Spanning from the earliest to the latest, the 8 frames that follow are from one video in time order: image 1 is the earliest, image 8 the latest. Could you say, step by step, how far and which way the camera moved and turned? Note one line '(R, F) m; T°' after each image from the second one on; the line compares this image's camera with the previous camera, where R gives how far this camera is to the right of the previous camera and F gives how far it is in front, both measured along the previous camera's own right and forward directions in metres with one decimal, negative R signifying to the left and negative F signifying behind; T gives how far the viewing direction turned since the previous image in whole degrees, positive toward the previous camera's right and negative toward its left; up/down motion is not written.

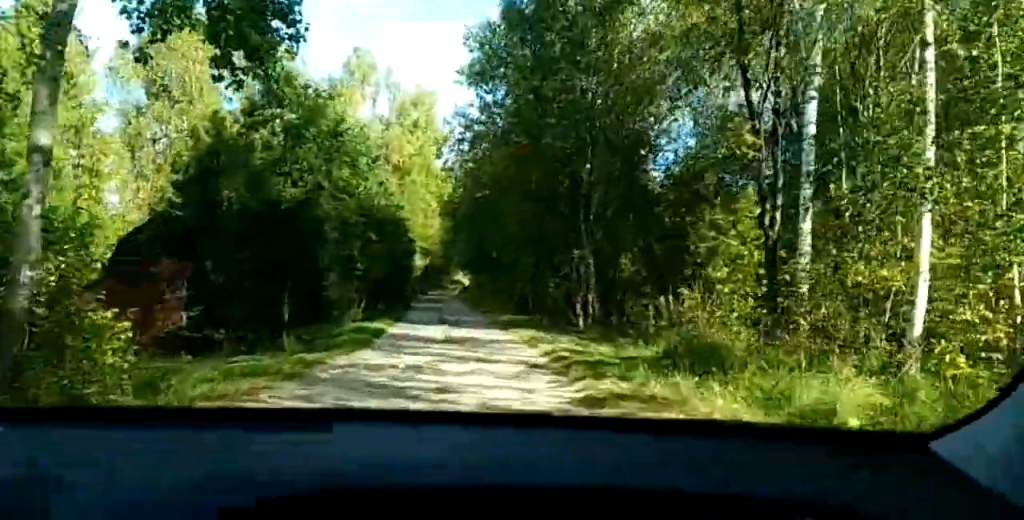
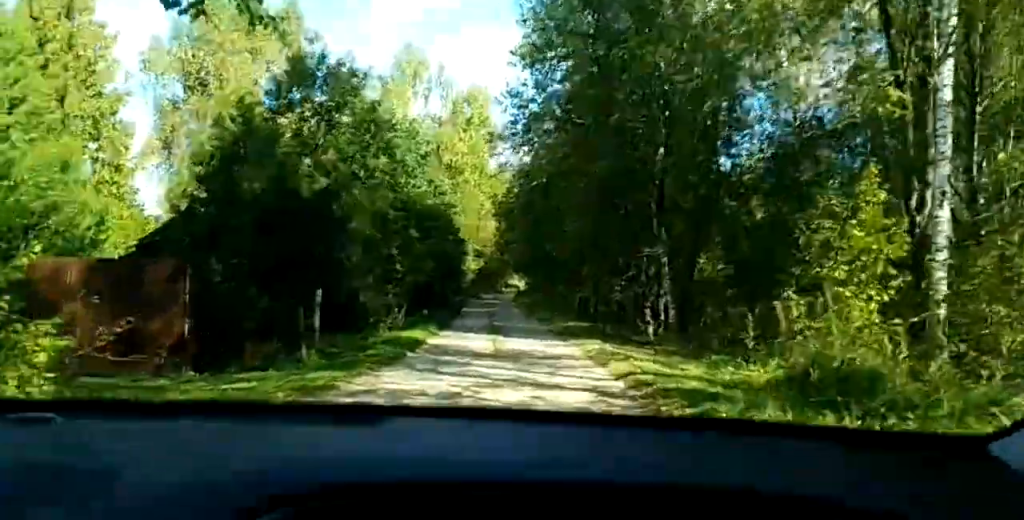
(-0.1, +4.3) m; -1°
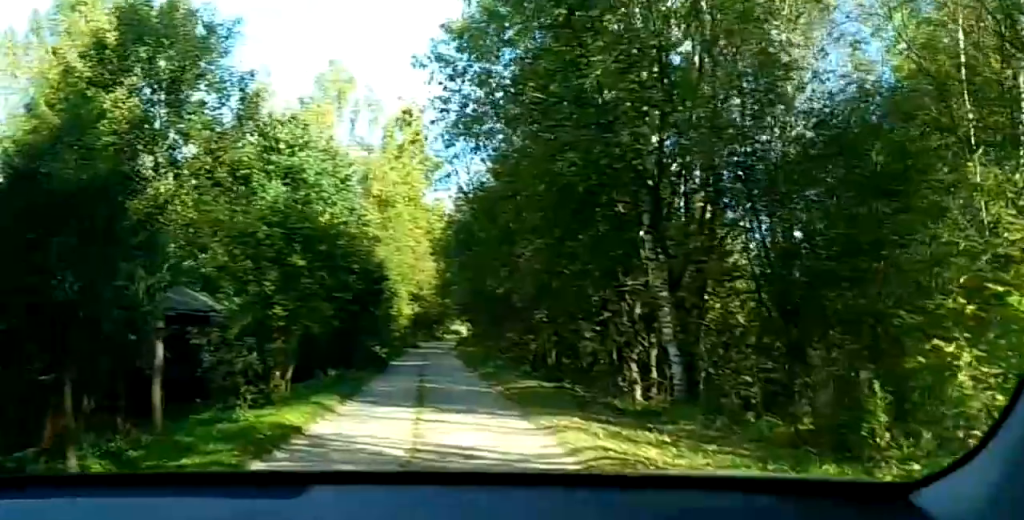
(-0.2, +9.3) m; 0°
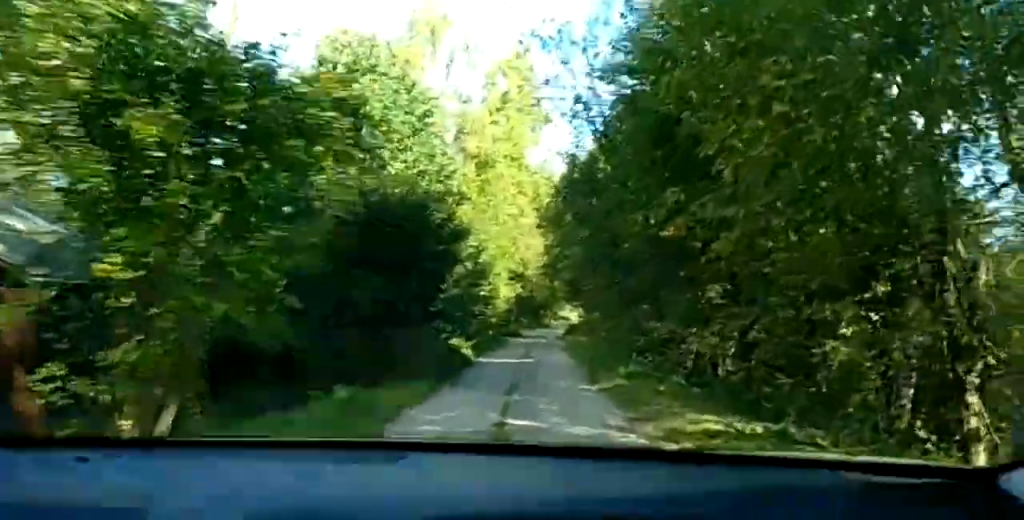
(+0.4, +13.9) m; +2°
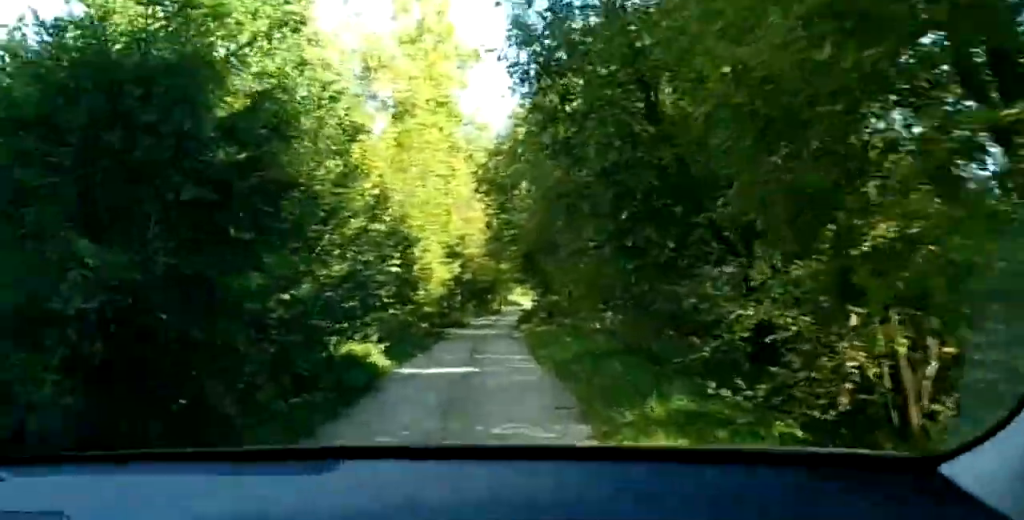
(-0.2, +10.5) m; -1°
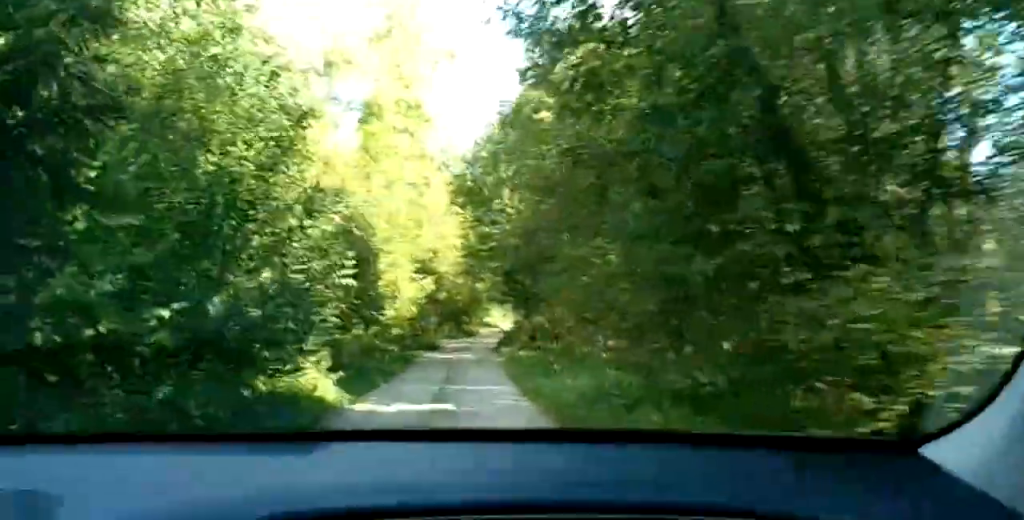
(0.0, +4.0) m; 0°
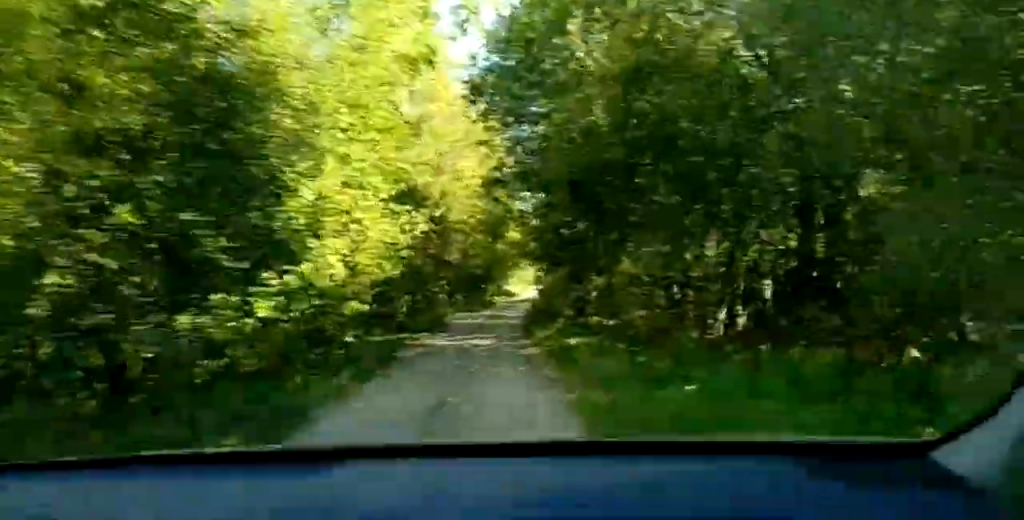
(0.0, +14.4) m; 0°
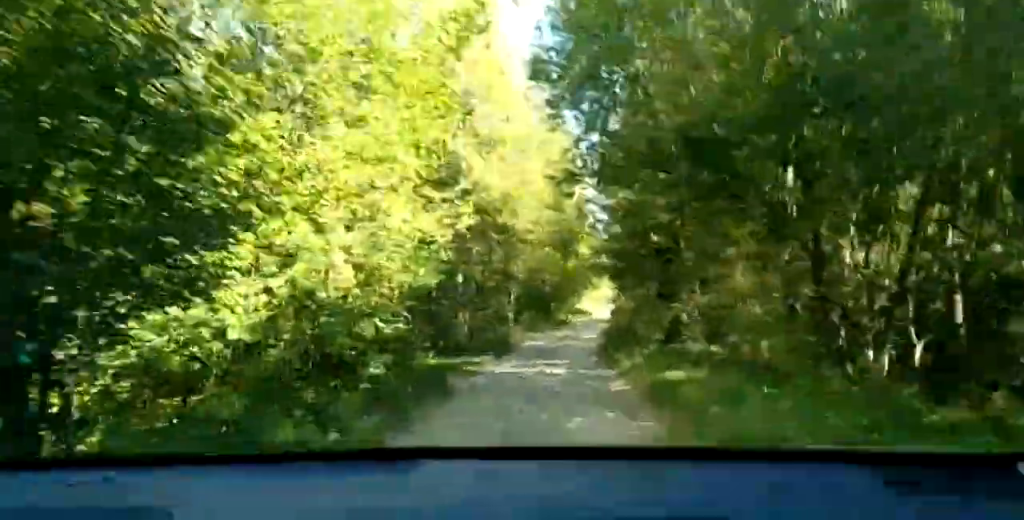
(0.0, +4.8) m; 0°
